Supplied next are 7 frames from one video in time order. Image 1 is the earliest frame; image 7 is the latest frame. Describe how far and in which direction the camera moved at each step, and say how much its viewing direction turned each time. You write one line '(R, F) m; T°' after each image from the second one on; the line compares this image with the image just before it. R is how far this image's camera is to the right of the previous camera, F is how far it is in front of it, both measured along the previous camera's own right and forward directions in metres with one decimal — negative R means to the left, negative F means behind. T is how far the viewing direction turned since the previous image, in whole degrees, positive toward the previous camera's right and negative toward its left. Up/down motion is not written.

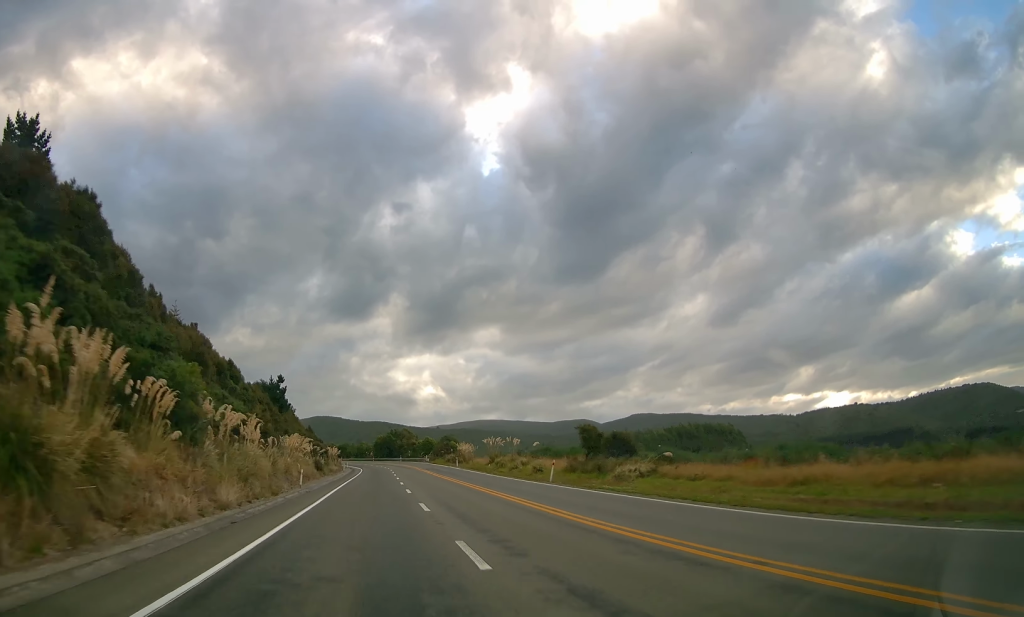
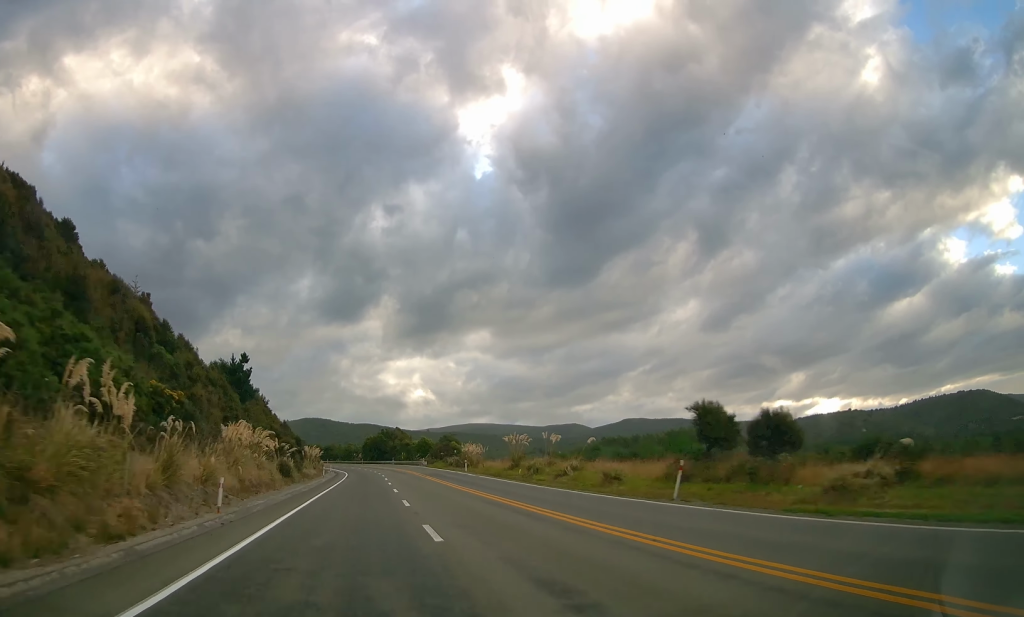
(-0.2, +16.2) m; +1°
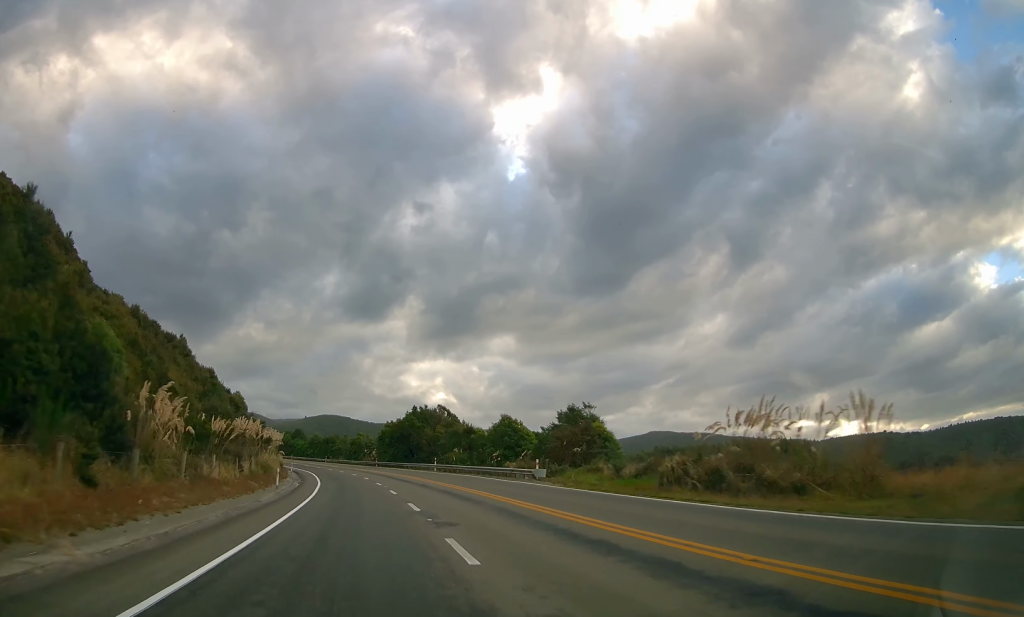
(+0.4, +61.7) m; -2°
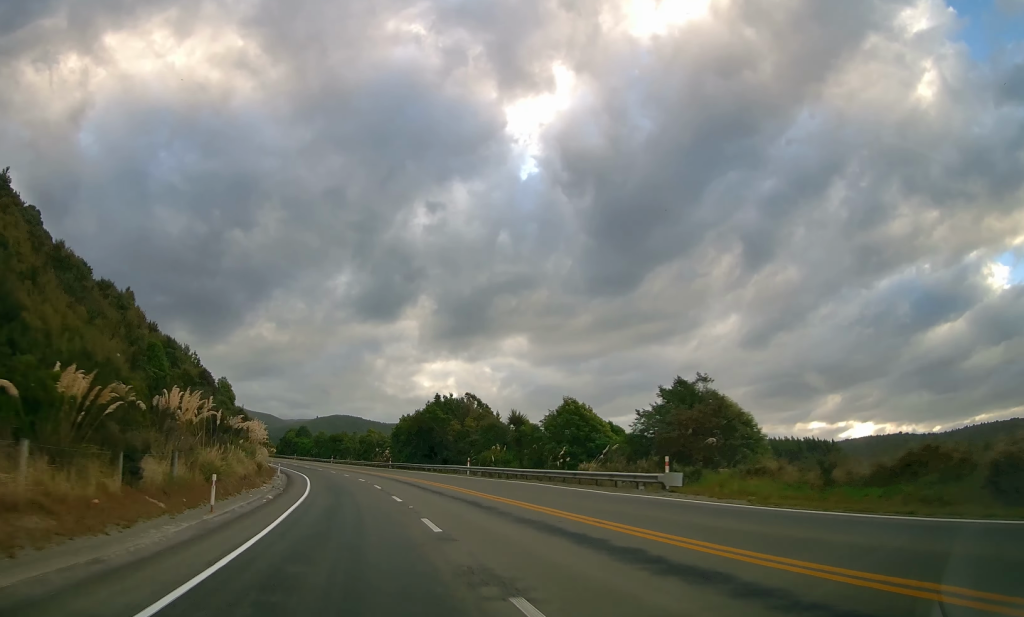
(-0.1, +15.2) m; -2°
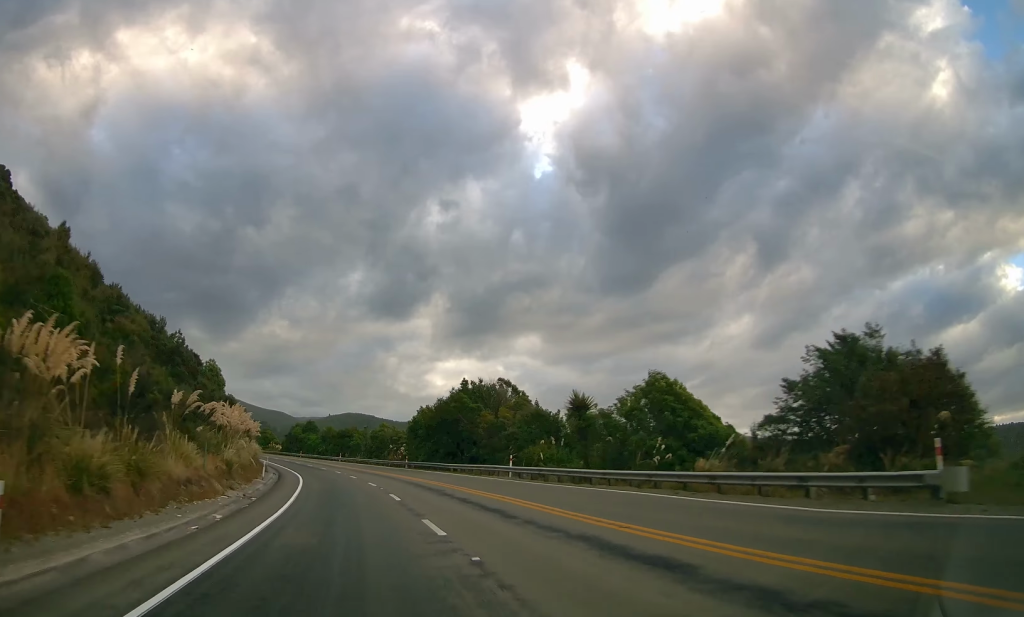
(-0.1, +11.2) m; -1°
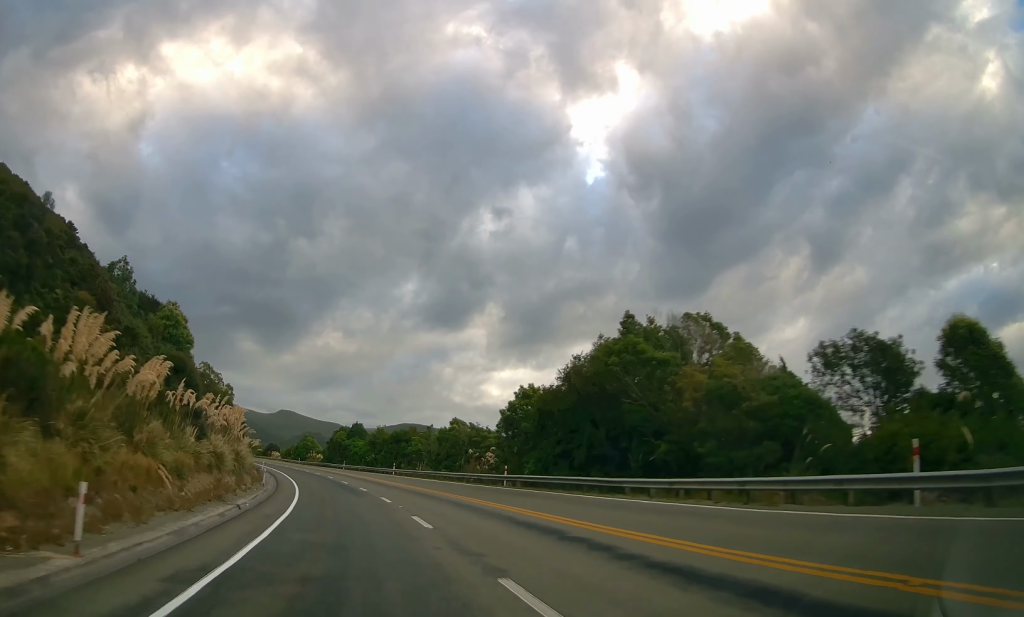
(-0.8, +27.2) m; -5°
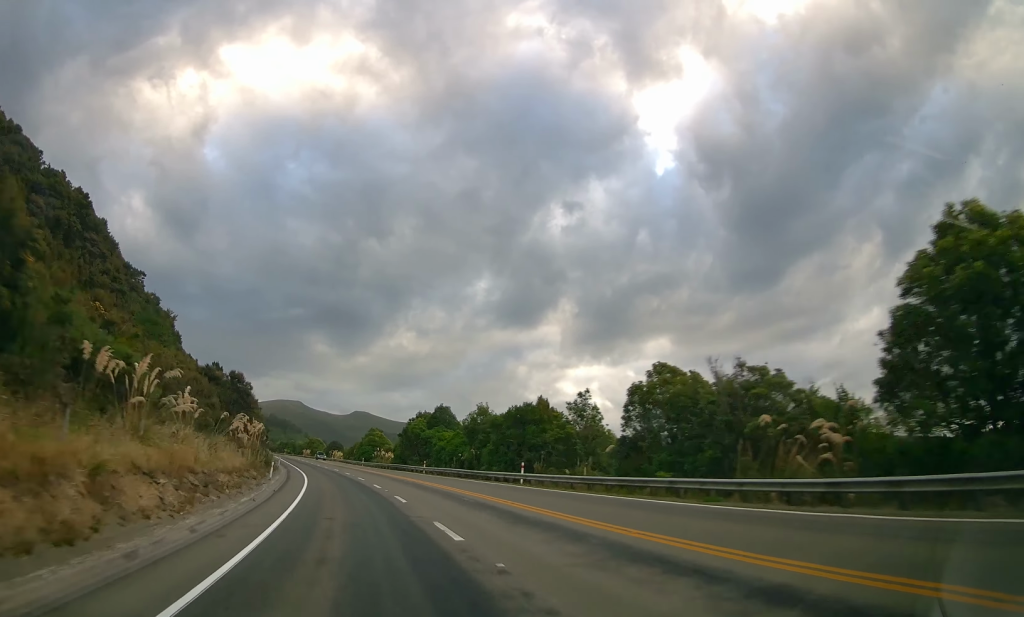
(-1.8, +32.5) m; -6°
